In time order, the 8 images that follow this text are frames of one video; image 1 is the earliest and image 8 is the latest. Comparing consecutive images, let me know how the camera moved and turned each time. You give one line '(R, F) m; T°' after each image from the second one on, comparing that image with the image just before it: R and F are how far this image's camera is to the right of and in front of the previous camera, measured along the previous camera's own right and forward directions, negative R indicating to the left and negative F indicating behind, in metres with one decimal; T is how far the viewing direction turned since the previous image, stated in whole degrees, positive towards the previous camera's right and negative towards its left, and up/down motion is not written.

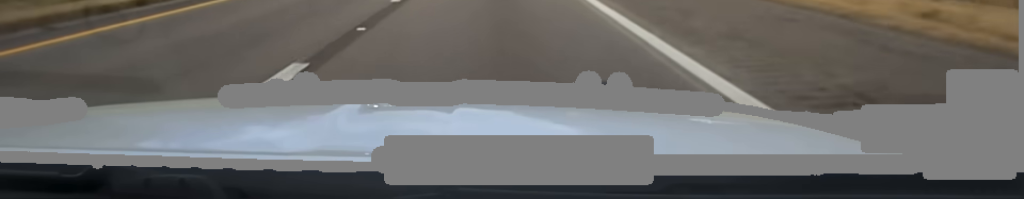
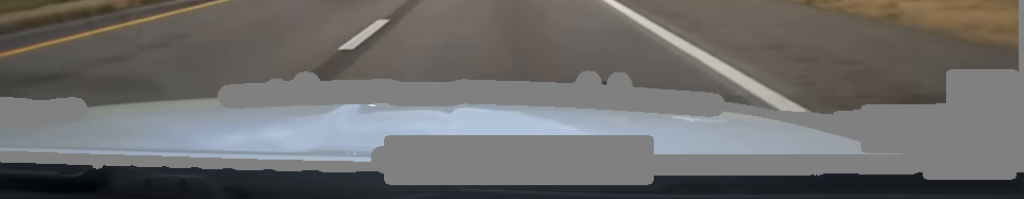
(-0.1, +24.0) m; 0°
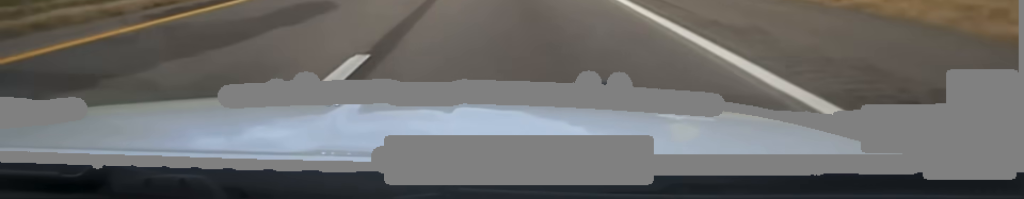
(0.0, +19.8) m; 0°
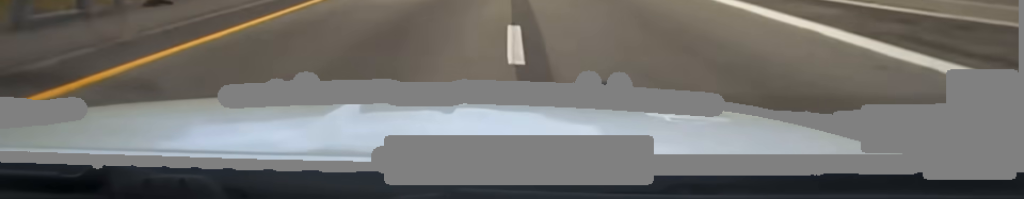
(-0.1, +69.7) m; -1°
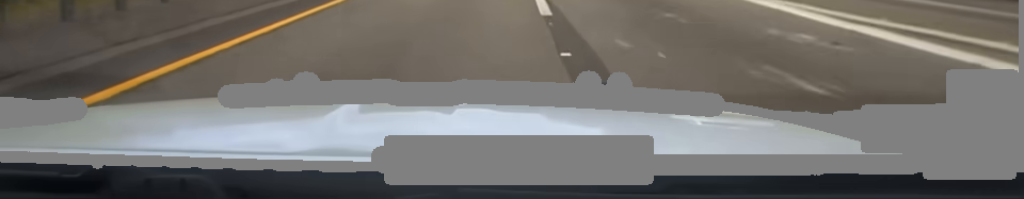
(0.0, +16.0) m; 0°
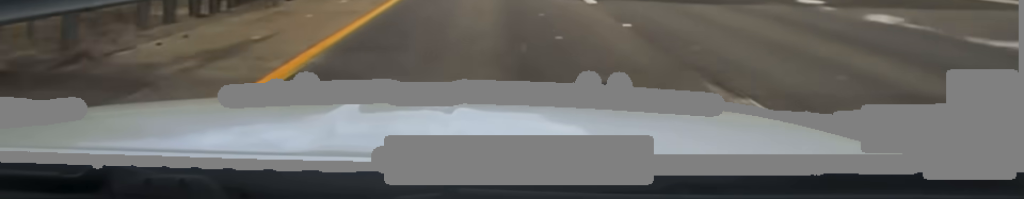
(+0.2, +65.5) m; +1°
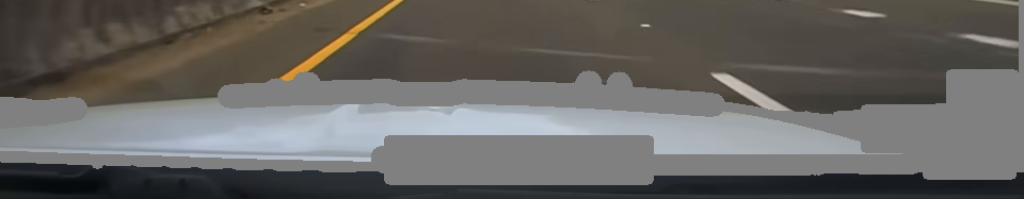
(+0.1, +22.9) m; 0°
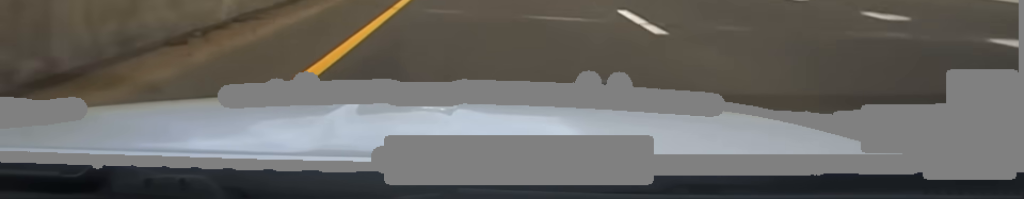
(+0.1, +44.5) m; 0°
